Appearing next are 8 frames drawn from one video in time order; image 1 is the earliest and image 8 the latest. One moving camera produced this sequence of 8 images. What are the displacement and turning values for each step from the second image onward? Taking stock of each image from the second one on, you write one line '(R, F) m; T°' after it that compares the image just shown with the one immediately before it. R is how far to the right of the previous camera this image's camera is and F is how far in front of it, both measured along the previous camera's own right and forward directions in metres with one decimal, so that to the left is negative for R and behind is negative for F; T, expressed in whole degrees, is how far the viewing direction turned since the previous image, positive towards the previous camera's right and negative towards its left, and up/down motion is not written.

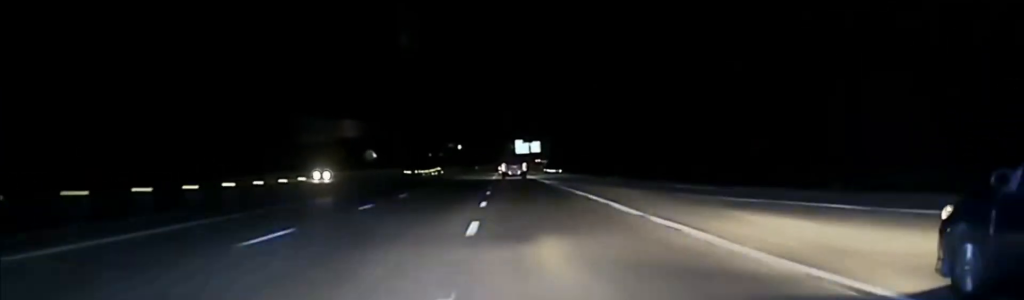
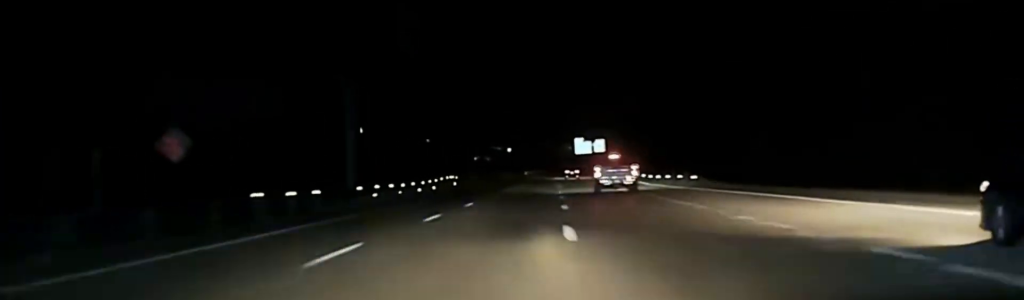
(-0.9, +73.1) m; -2°
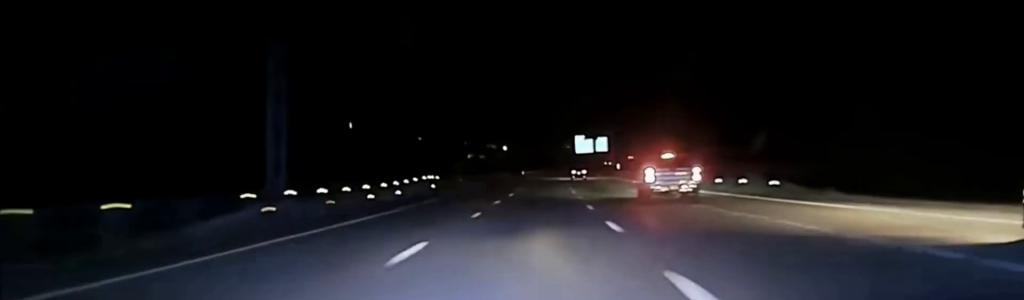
(-0.5, +19.4) m; -1°
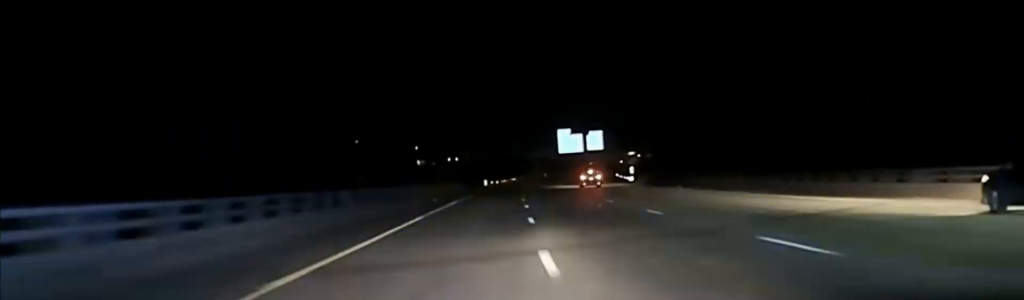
(-1.1, +85.4) m; 0°
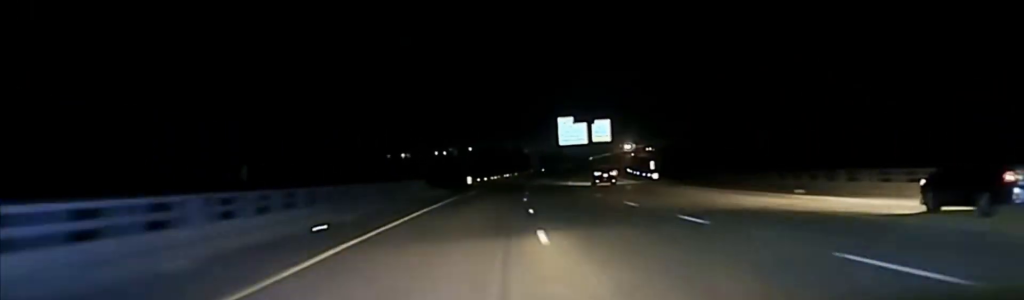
(-0.2, +31.3) m; +1°
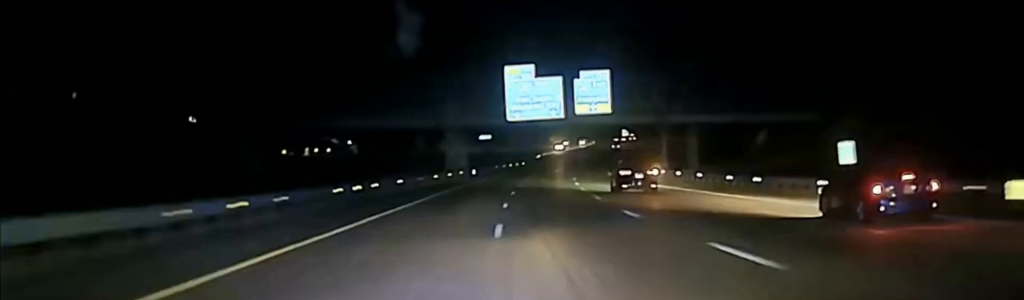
(+2.9, +91.6) m; +5°
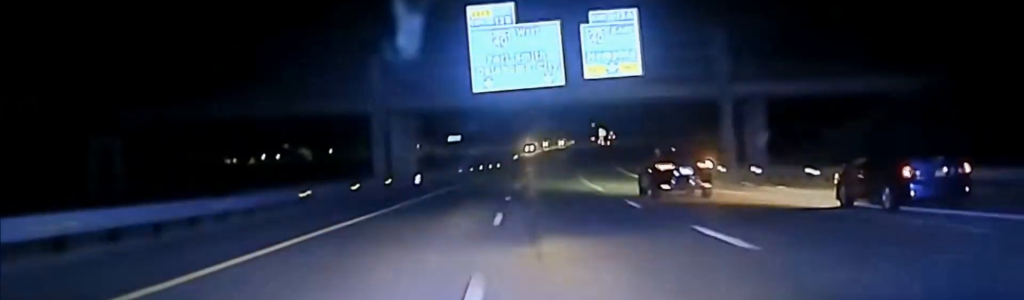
(+1.4, +34.0) m; +2°
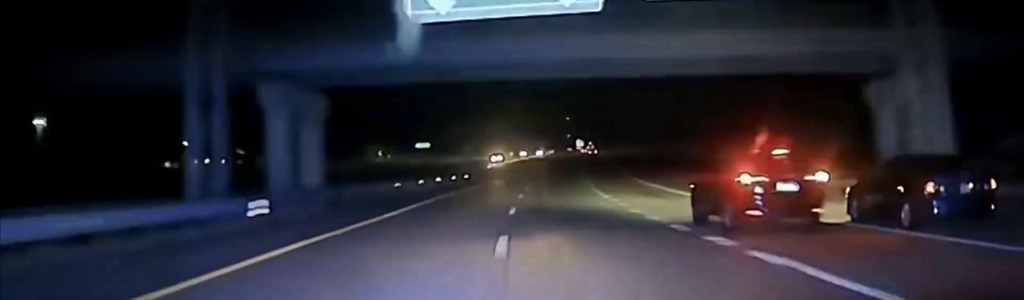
(+0.3, +28.1) m; +1°
